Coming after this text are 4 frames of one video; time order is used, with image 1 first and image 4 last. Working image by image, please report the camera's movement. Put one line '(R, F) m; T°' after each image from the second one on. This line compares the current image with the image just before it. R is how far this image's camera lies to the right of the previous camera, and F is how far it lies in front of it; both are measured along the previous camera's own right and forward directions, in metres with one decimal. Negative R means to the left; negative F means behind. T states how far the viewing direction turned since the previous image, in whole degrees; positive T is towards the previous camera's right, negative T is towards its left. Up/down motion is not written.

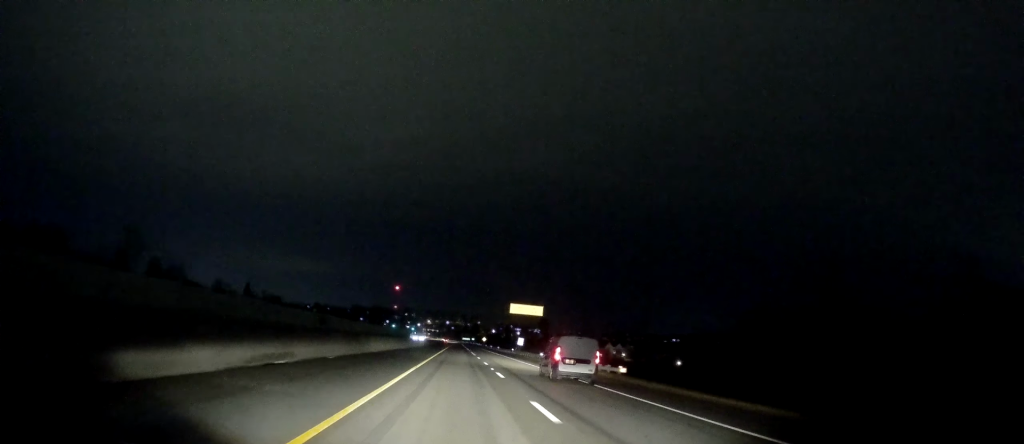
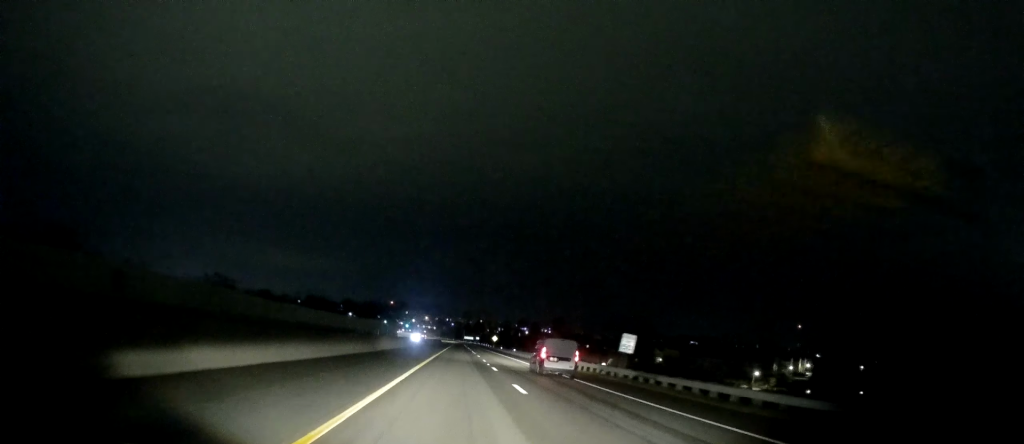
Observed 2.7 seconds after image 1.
(+1.3, +67.8) m; +2°
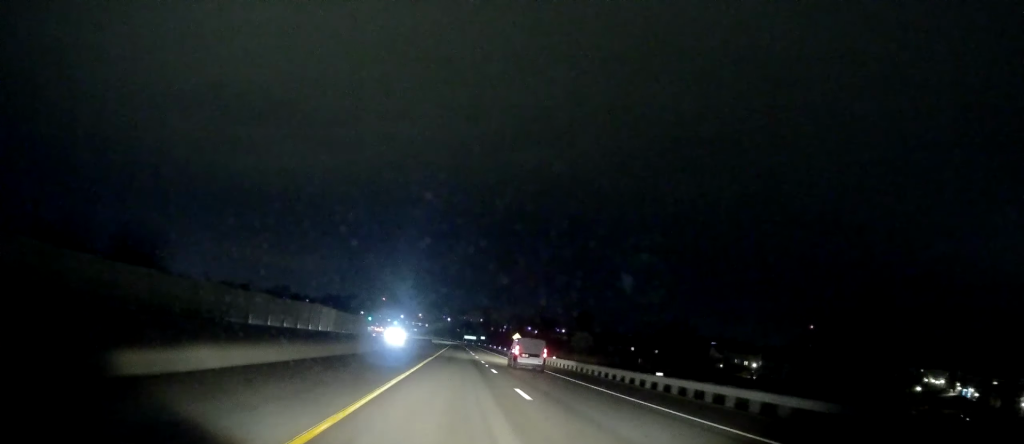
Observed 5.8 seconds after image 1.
(-1.6, +75.3) m; -2°
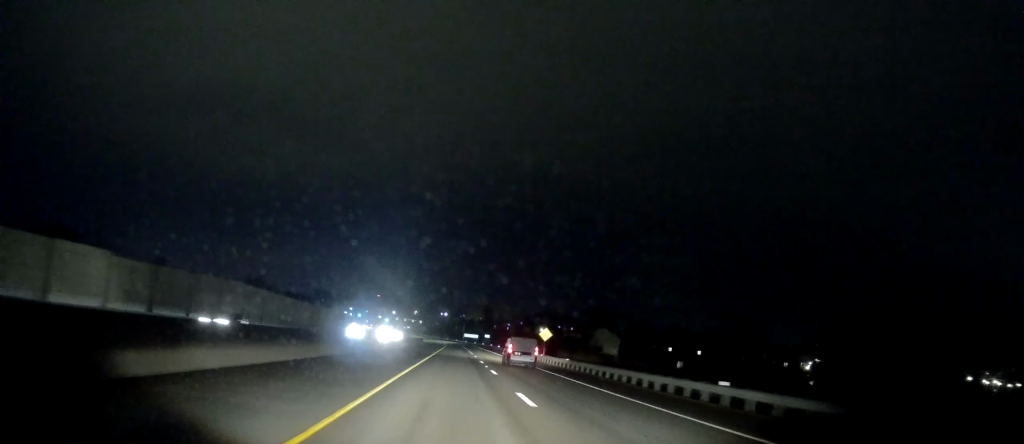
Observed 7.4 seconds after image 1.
(+0.2, +38.0) m; +2°
